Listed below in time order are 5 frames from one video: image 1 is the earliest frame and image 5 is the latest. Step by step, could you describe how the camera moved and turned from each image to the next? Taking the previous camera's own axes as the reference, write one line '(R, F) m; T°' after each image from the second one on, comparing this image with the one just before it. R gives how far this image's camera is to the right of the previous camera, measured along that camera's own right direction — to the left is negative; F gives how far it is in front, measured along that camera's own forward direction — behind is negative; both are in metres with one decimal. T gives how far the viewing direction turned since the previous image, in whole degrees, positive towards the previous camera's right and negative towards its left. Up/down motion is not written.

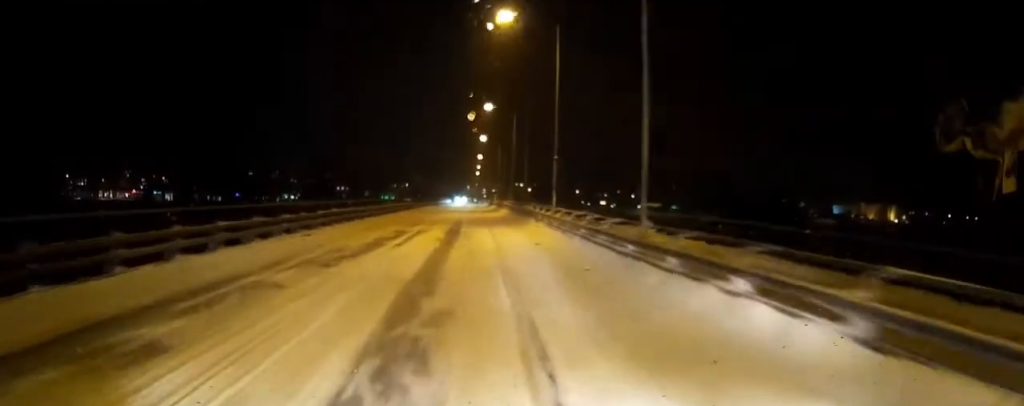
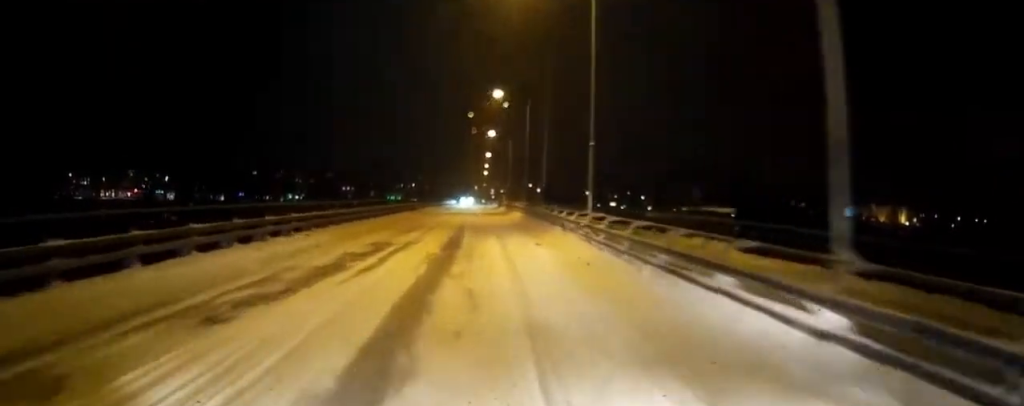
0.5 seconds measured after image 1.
(+0.1, +5.7) m; 0°
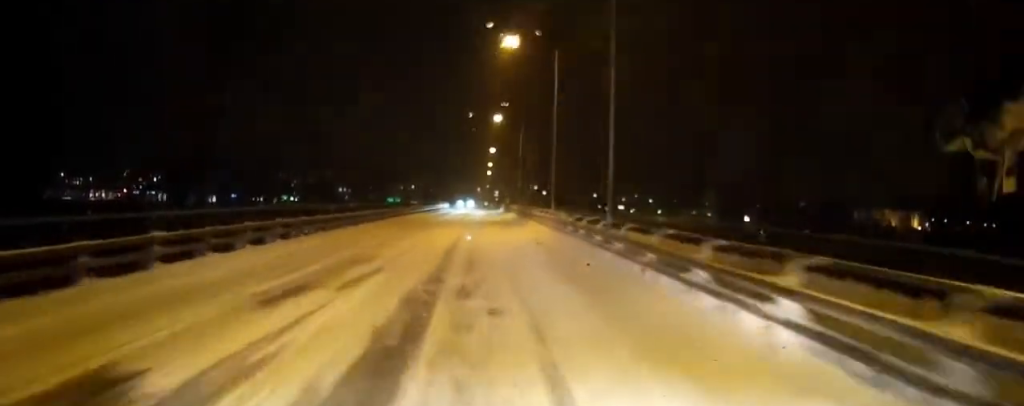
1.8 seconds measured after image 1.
(-0.2, +13.5) m; -1°
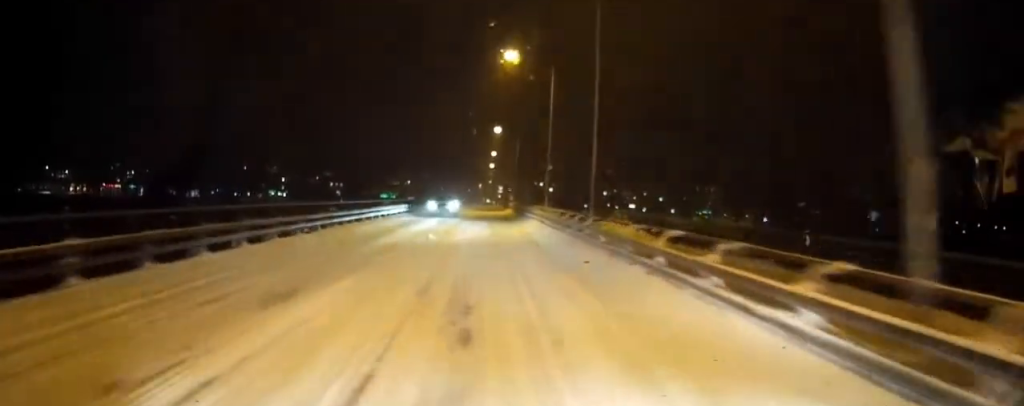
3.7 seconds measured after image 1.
(+0.1, +20.4) m; 0°
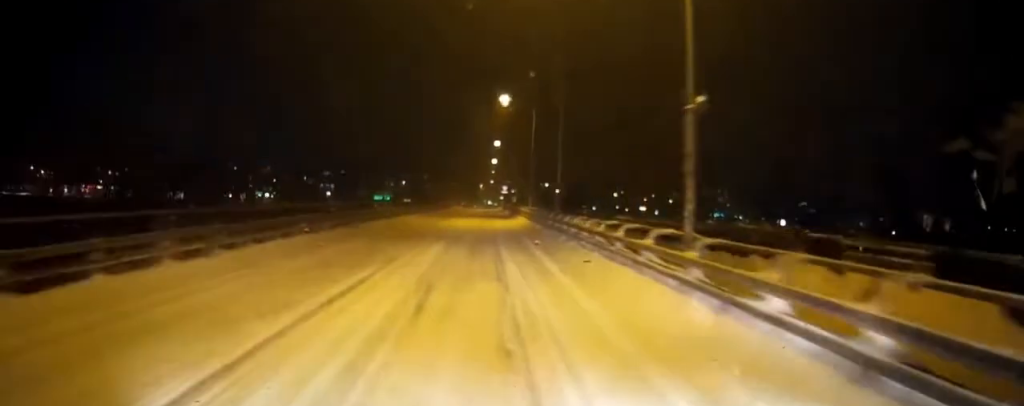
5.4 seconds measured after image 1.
(+0.3, +18.6) m; +1°
